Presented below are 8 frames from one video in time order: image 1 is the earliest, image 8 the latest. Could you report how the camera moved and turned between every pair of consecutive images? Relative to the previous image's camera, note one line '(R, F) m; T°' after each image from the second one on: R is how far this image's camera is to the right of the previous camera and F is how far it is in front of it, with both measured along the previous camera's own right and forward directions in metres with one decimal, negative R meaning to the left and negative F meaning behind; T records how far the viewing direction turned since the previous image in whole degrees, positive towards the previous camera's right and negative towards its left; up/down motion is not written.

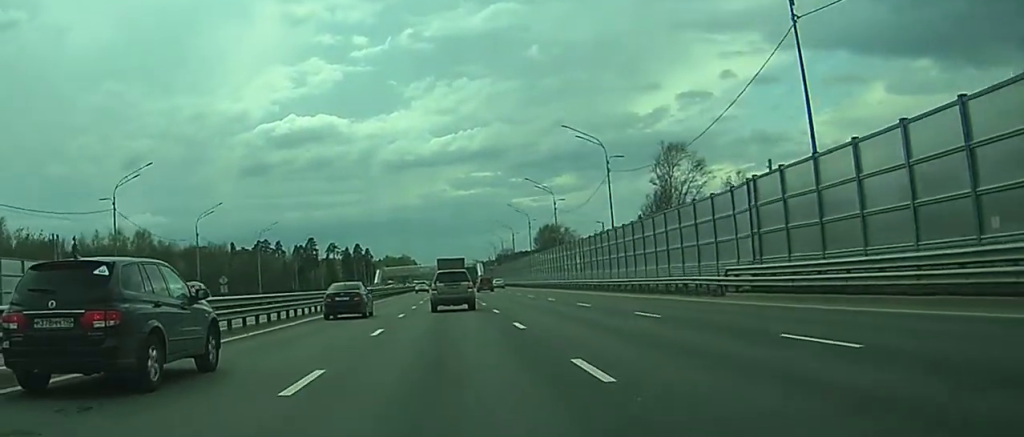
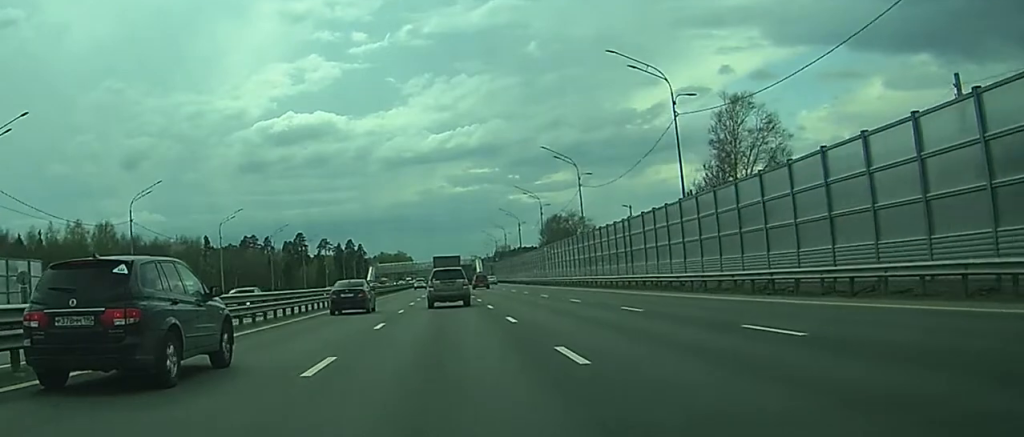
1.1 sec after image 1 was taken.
(+0.2, +22.4) m; +1°
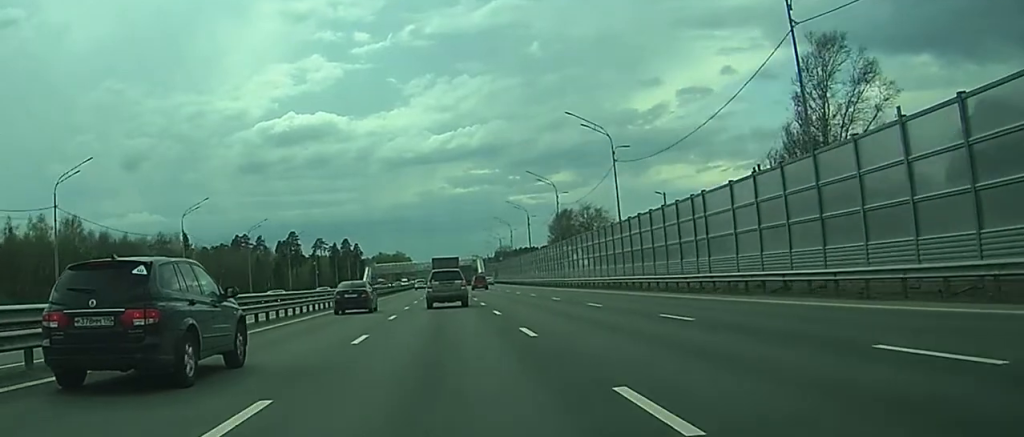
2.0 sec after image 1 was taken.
(+0.1, +17.0) m; 0°
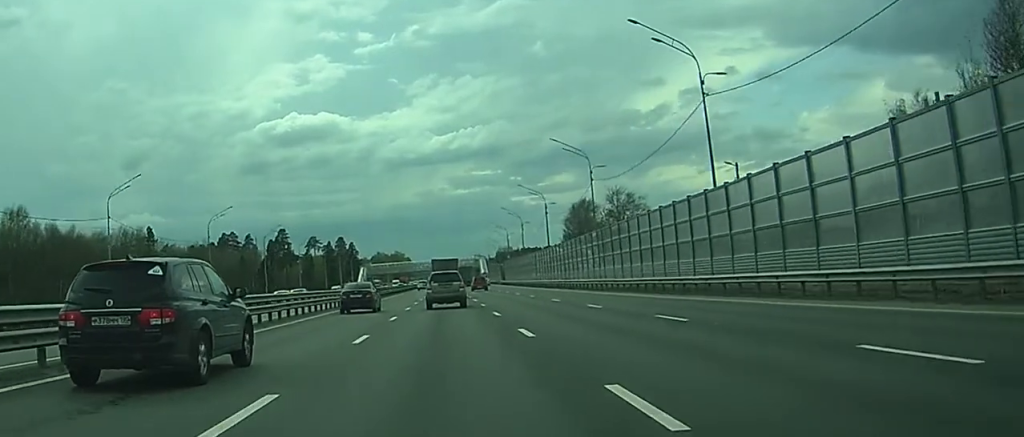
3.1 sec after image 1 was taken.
(-0.1, +21.8) m; -1°
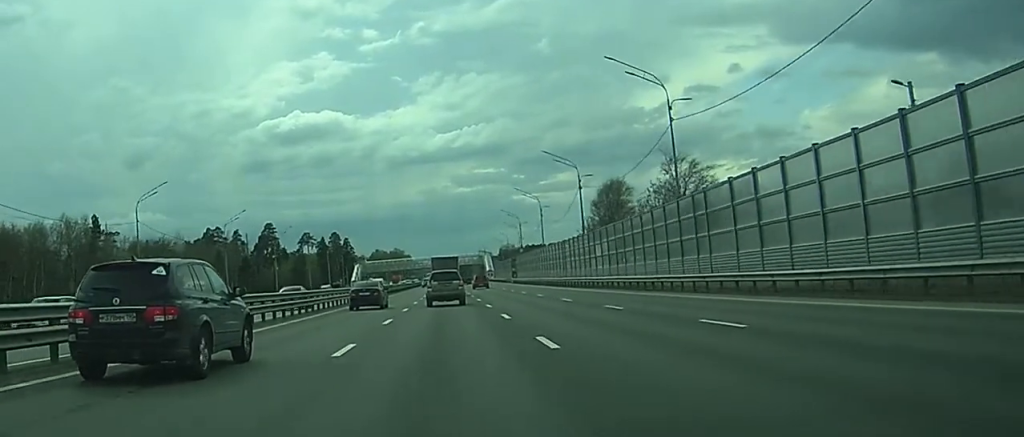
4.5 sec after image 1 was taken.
(-0.1, +24.0) m; 0°
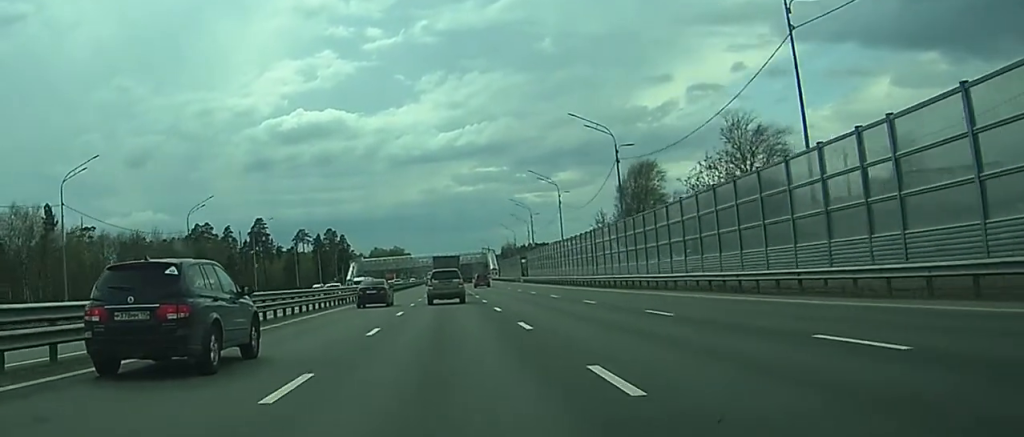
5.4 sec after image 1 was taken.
(+0.1, +15.1) m; 0°
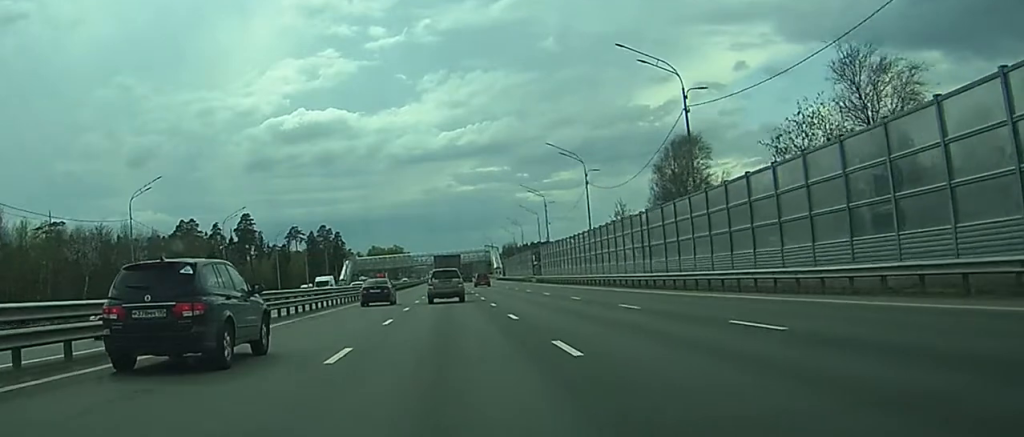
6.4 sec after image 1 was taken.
(0.0, +17.4) m; 0°
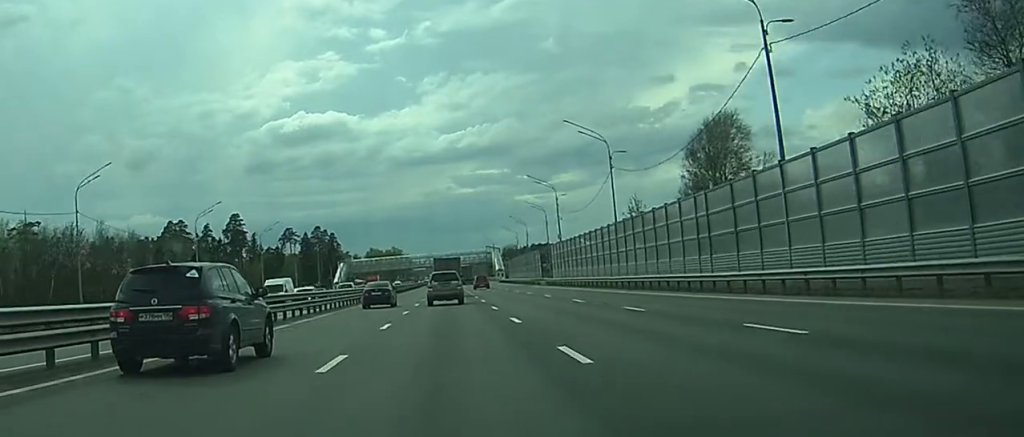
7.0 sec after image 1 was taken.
(0.0, +13.1) m; 0°
